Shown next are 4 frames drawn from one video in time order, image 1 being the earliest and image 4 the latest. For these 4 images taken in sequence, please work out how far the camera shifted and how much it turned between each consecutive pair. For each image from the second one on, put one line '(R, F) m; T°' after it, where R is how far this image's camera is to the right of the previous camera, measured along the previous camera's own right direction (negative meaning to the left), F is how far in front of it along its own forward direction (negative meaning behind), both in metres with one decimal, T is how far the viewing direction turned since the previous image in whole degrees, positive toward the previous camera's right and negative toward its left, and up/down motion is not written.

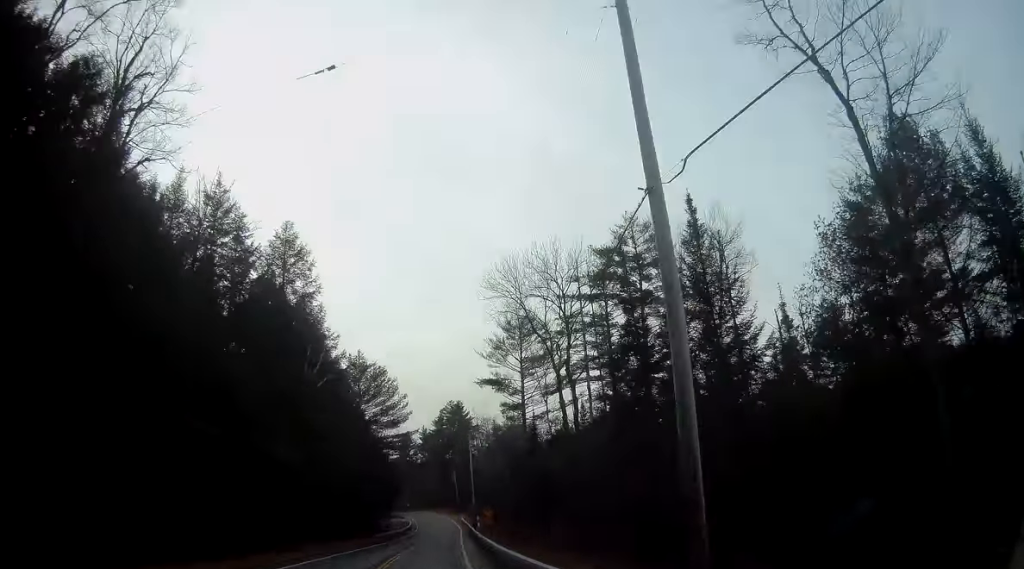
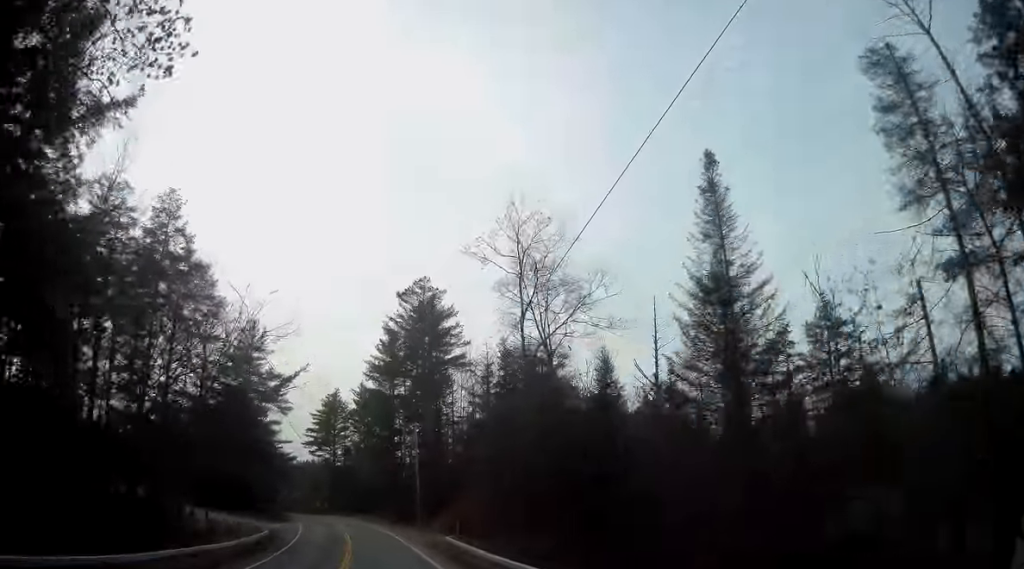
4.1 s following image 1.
(+1.7, +86.6) m; 0°
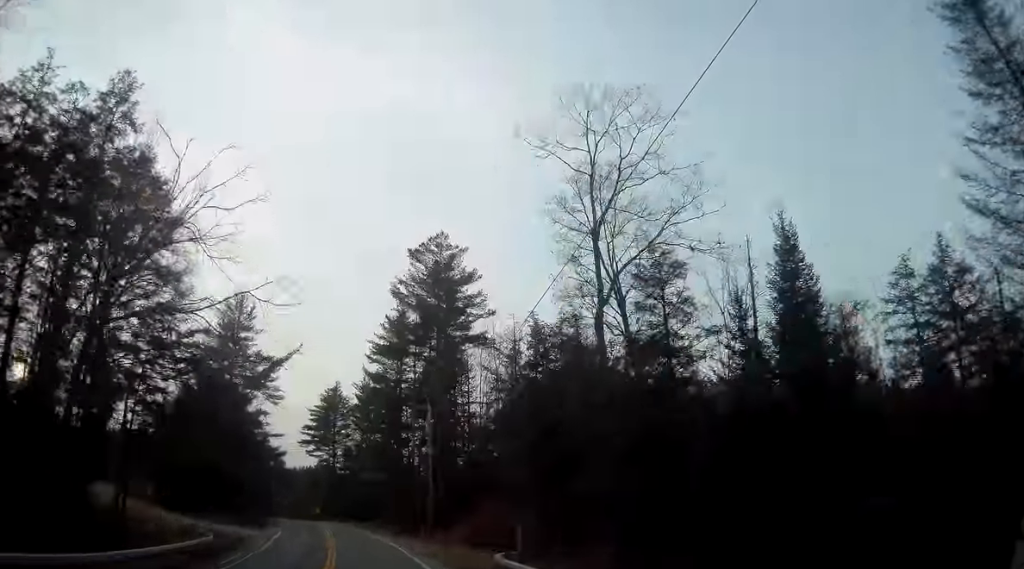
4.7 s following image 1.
(-0.1, +13.2) m; -3°
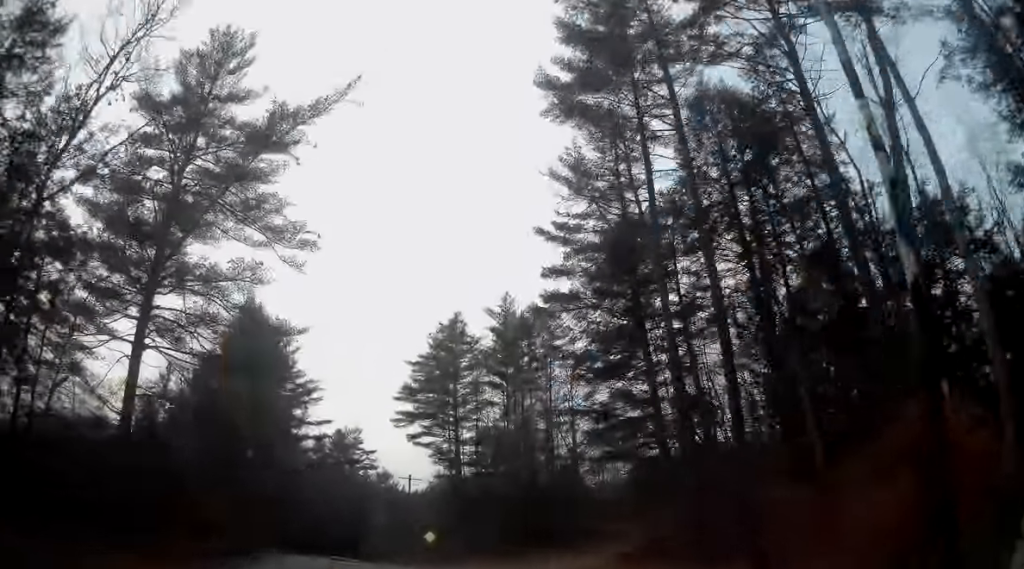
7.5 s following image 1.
(-6.4, +53.2) m; -11°
